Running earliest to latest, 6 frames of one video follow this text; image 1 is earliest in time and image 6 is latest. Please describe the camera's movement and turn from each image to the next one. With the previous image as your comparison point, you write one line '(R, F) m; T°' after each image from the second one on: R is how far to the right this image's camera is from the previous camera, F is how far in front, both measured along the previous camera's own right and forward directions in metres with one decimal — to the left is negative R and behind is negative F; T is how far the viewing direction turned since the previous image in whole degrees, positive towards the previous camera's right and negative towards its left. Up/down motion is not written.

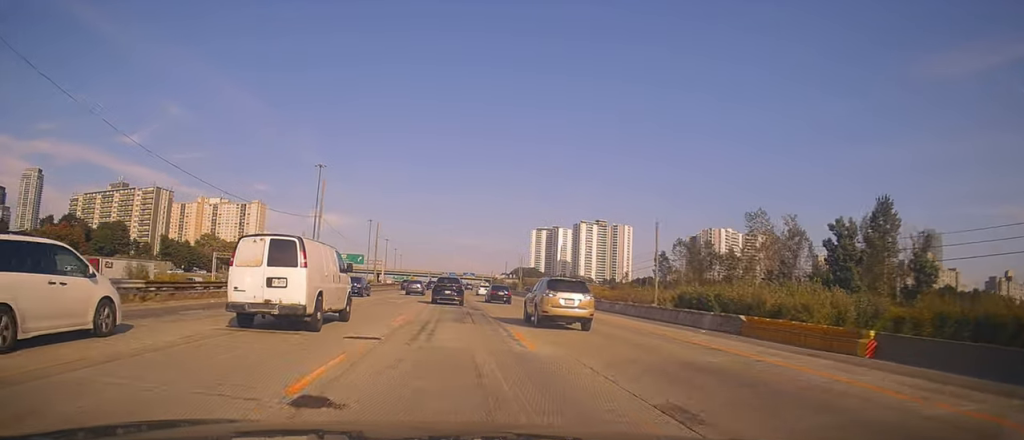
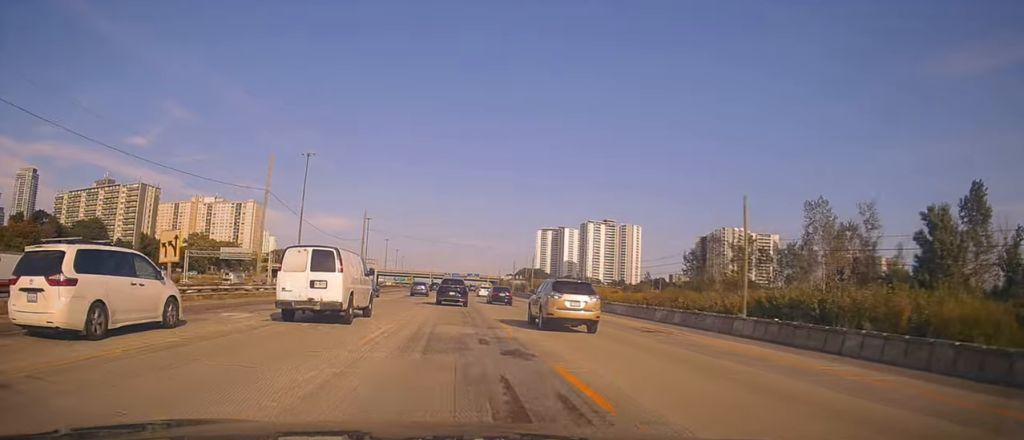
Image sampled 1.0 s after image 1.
(0.0, +17.5) m; -1°
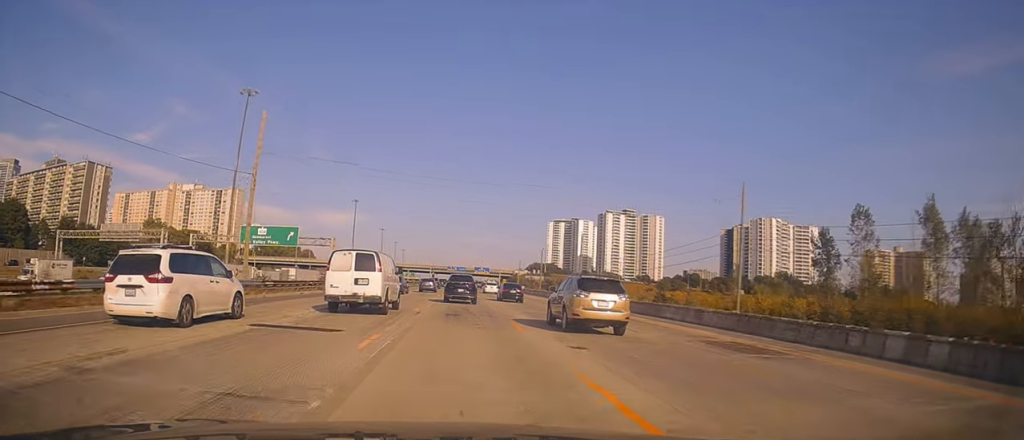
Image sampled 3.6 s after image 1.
(-1.6, +48.3) m; -2°
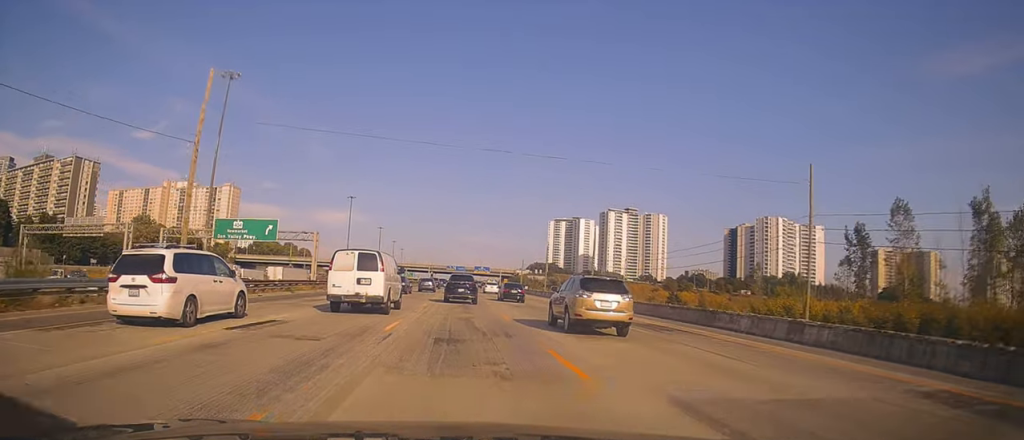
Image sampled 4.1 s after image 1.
(0.0, +9.1) m; +1°
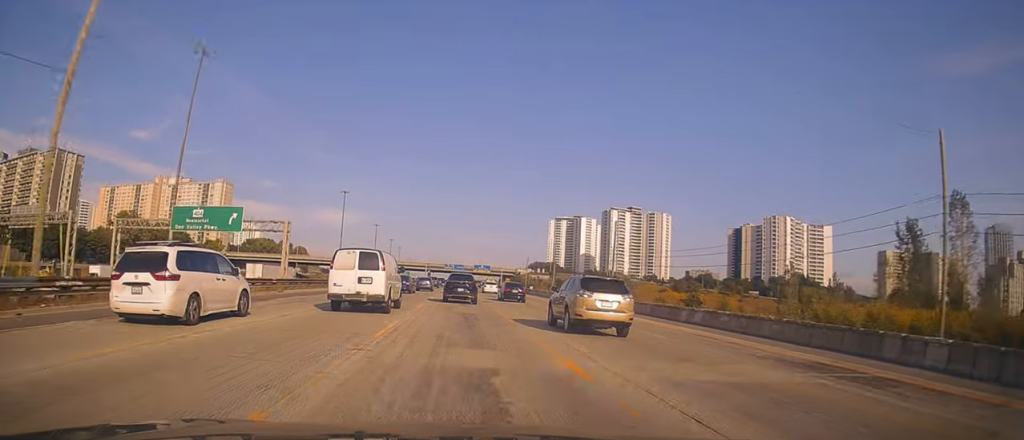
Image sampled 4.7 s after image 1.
(0.0, +11.7) m; +1°
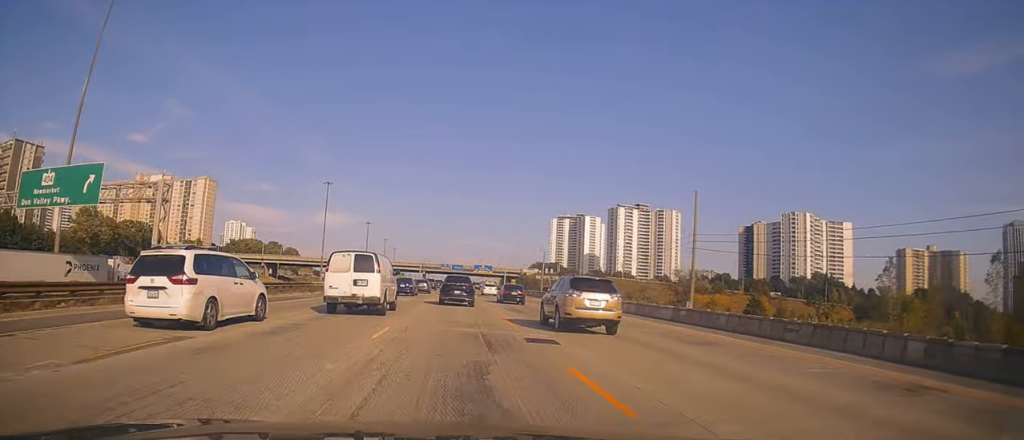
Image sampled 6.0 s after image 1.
(+0.2, +26.7) m; -1°
